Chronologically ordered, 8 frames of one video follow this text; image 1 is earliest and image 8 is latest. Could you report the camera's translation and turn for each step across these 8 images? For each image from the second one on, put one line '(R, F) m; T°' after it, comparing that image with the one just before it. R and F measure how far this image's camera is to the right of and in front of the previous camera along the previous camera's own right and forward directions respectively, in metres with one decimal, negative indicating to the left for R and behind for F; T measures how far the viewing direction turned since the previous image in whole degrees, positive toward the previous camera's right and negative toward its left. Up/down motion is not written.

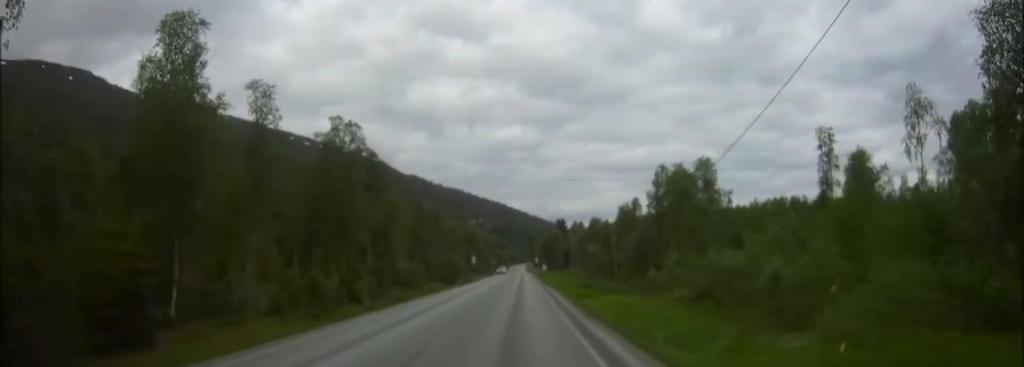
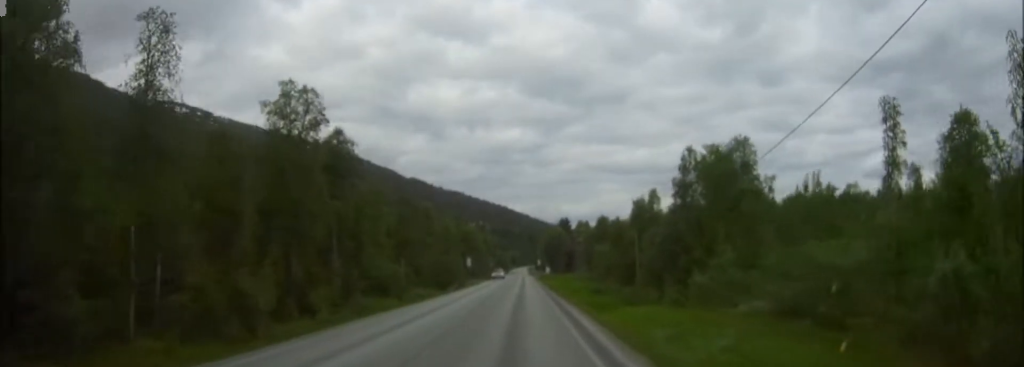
(0.0, +12.9) m; 0°
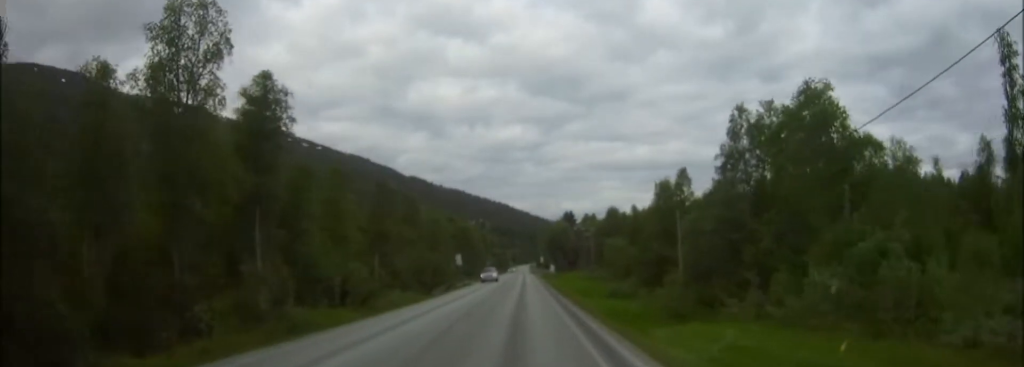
(0.0, +16.1) m; 0°
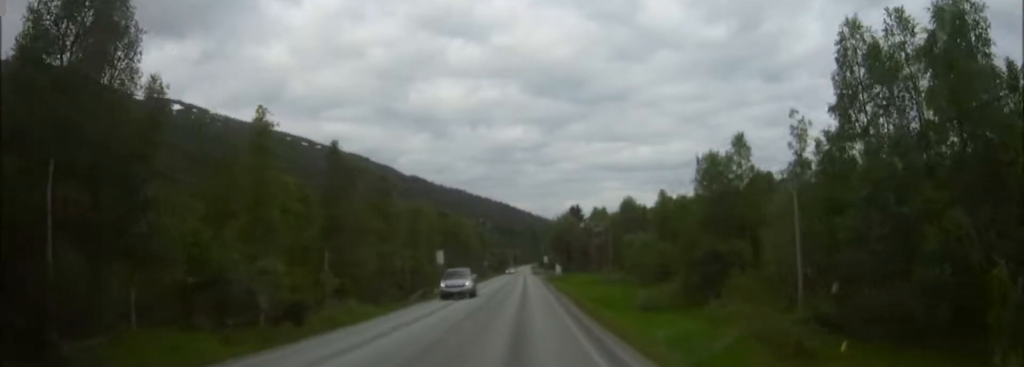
(0.0, +18.7) m; 0°
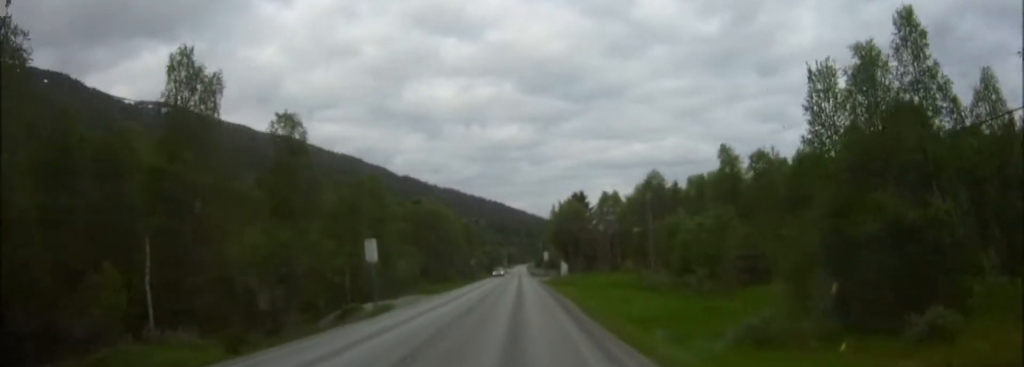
(0.0, +26.0) m; 0°
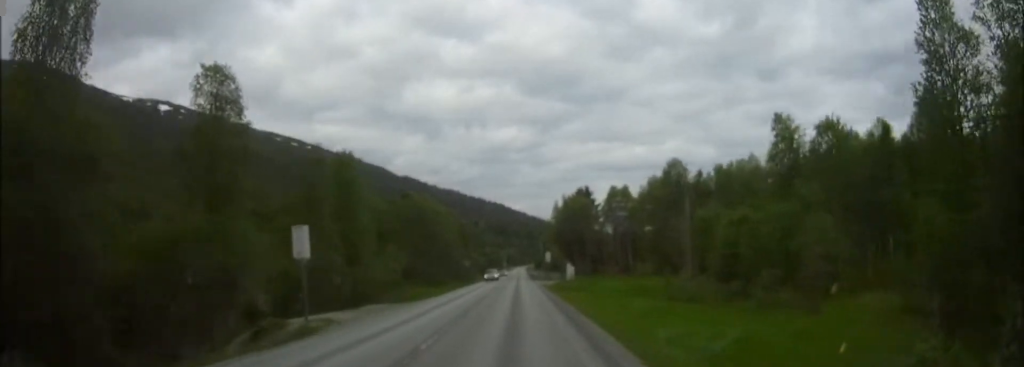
(0.0, +11.4) m; 0°
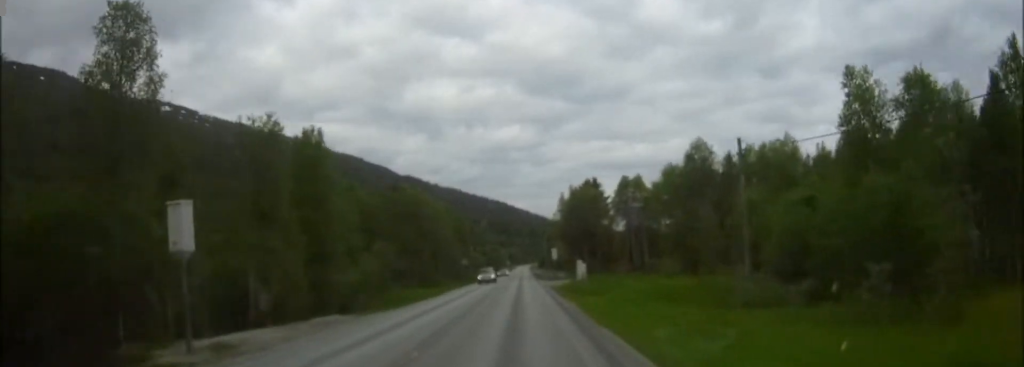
(0.0, +9.4) m; 0°
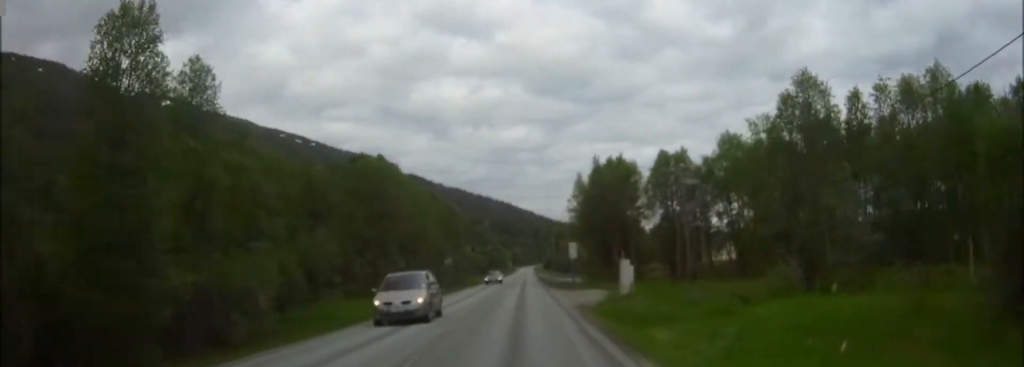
(0.0, +24.2) m; 0°
